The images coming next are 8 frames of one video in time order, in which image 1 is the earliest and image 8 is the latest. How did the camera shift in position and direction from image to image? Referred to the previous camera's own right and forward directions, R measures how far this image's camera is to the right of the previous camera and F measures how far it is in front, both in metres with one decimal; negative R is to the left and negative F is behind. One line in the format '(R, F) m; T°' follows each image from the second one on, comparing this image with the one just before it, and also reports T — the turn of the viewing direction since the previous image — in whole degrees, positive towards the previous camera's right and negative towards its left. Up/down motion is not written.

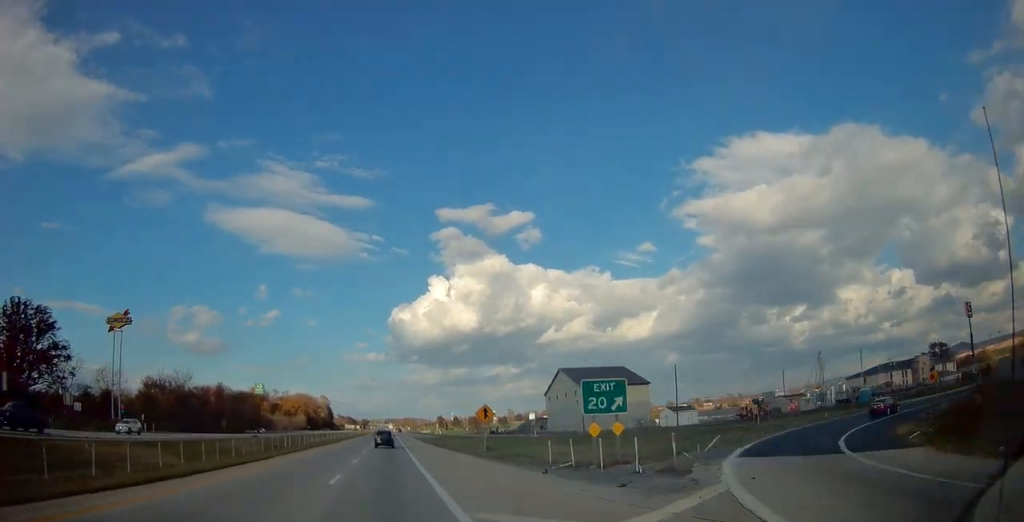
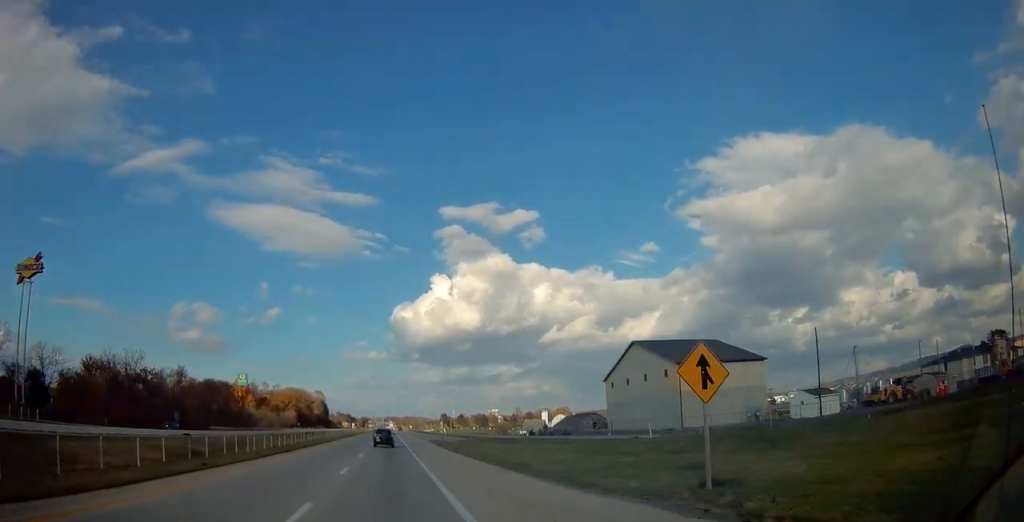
(-0.1, +33.4) m; 0°
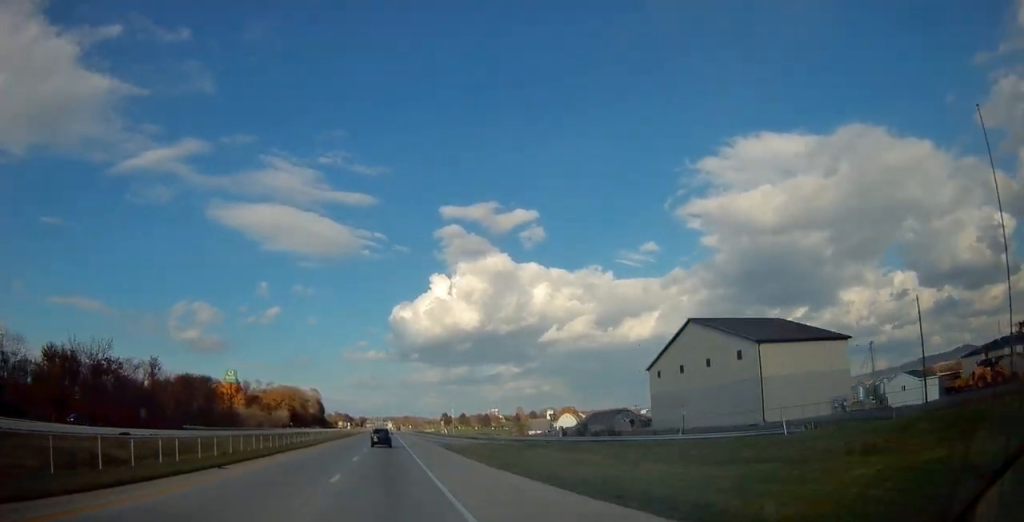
(0.0, +15.8) m; 0°
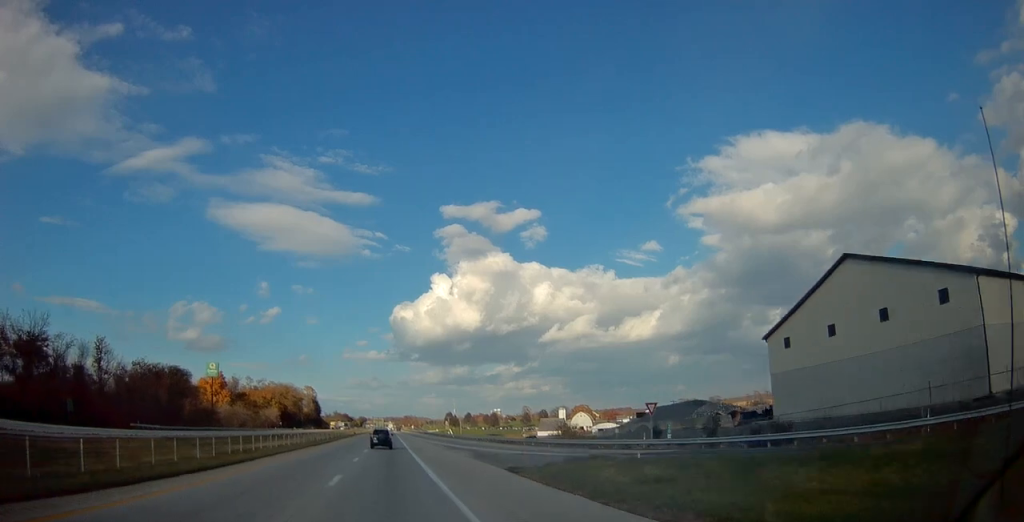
(+0.1, +25.1) m; 0°
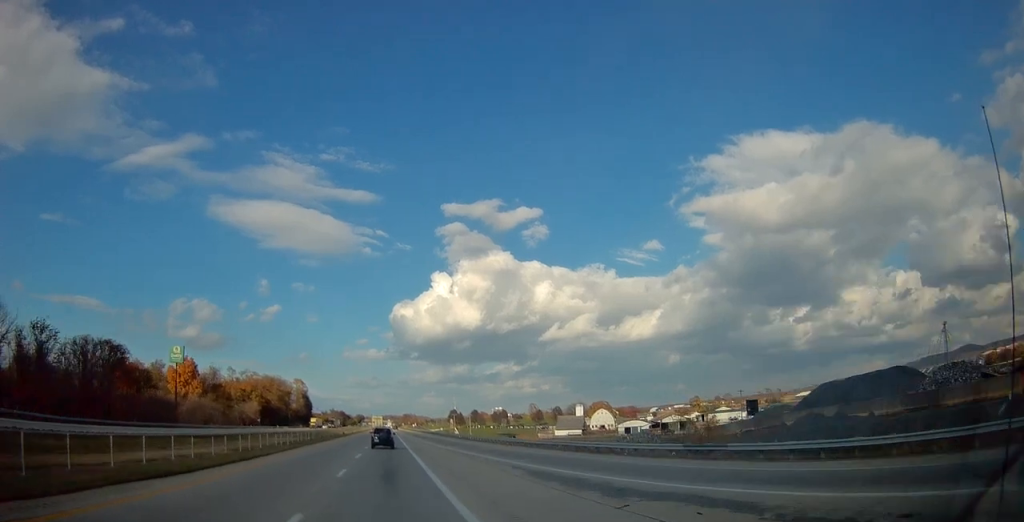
(-0.1, +34.4) m; 0°
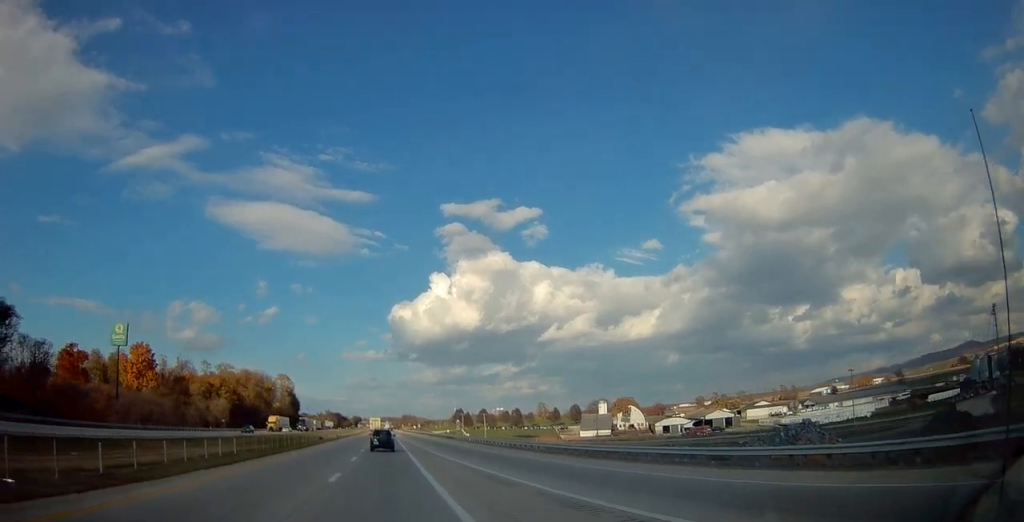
(+0.1, +37.7) m; 0°
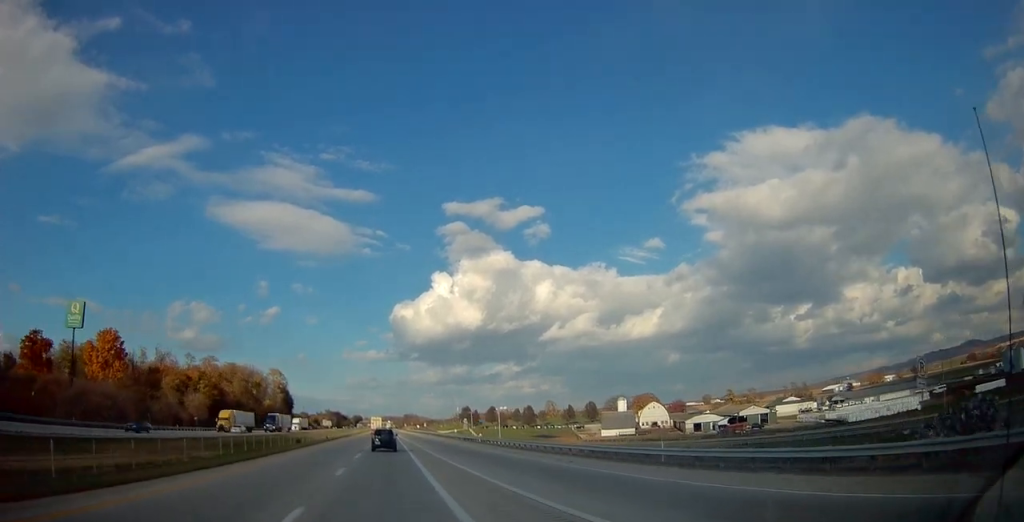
(0.0, +22.0) m; 0°
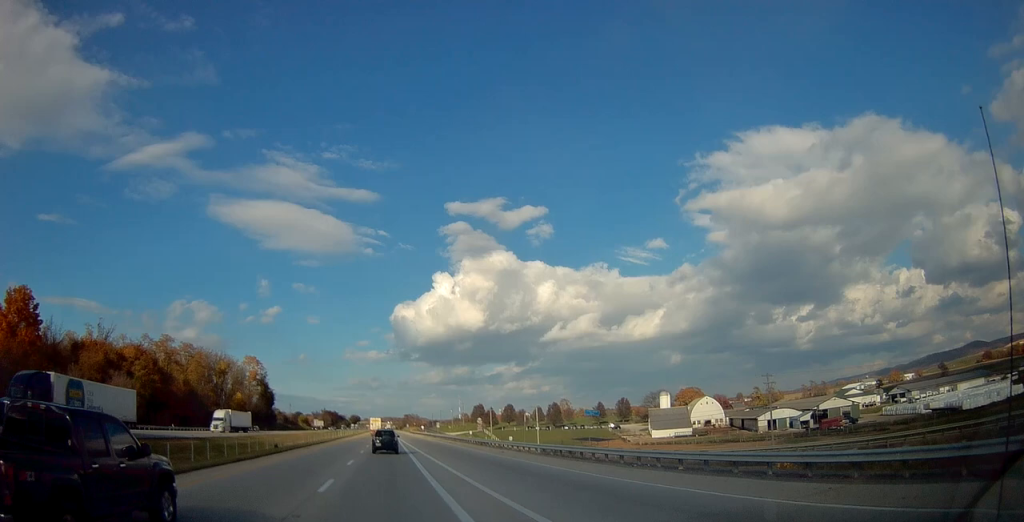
(+0.1, +42.1) m; 0°
